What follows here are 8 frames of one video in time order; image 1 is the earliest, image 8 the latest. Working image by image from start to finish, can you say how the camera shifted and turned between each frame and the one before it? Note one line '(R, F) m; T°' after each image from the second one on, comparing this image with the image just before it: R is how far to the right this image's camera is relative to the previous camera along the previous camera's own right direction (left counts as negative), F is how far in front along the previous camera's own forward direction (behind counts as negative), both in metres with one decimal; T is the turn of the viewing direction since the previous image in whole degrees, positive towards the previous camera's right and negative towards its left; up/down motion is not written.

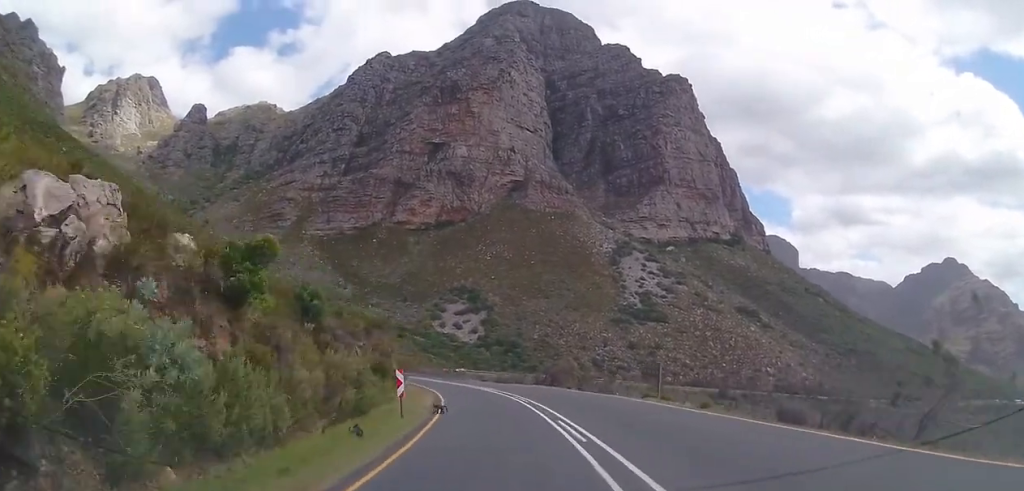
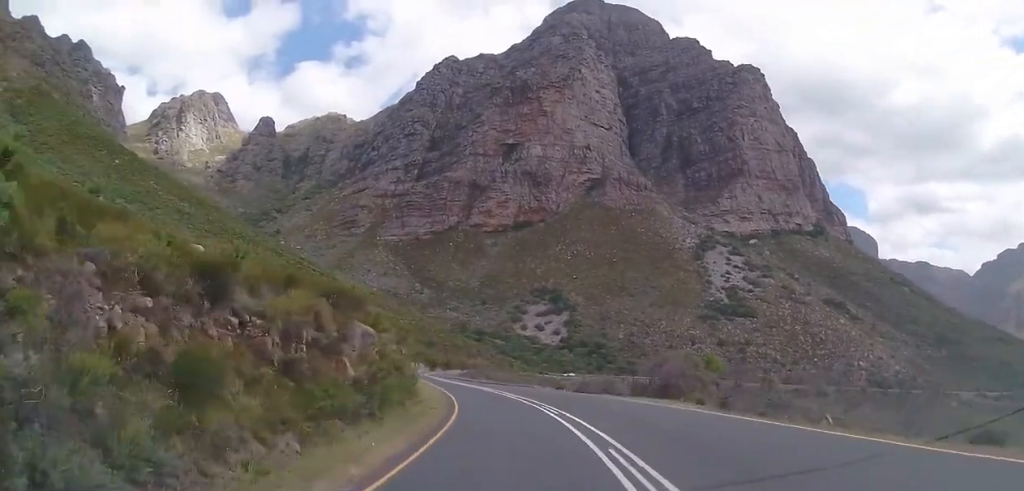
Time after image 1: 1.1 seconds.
(-1.2, +16.4) m; -8°
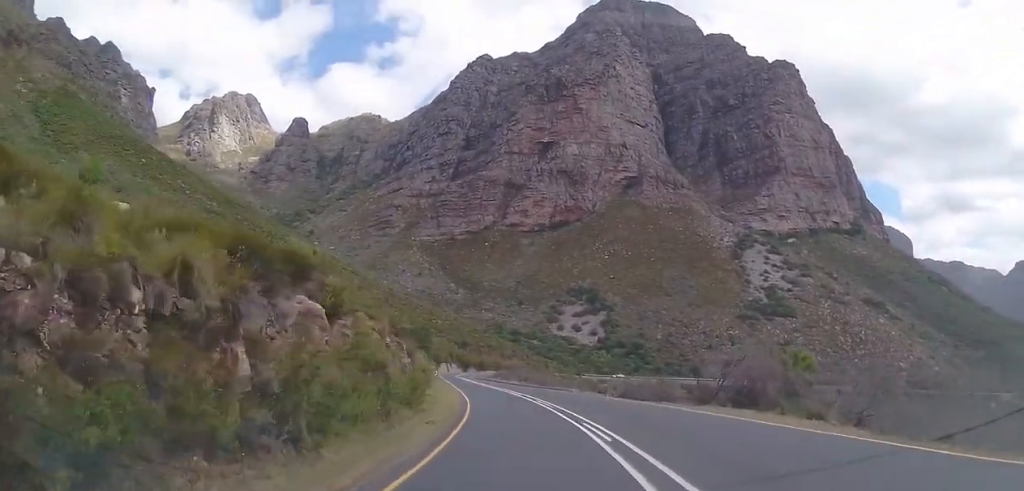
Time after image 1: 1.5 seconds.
(+0.1, +6.6) m; -3°
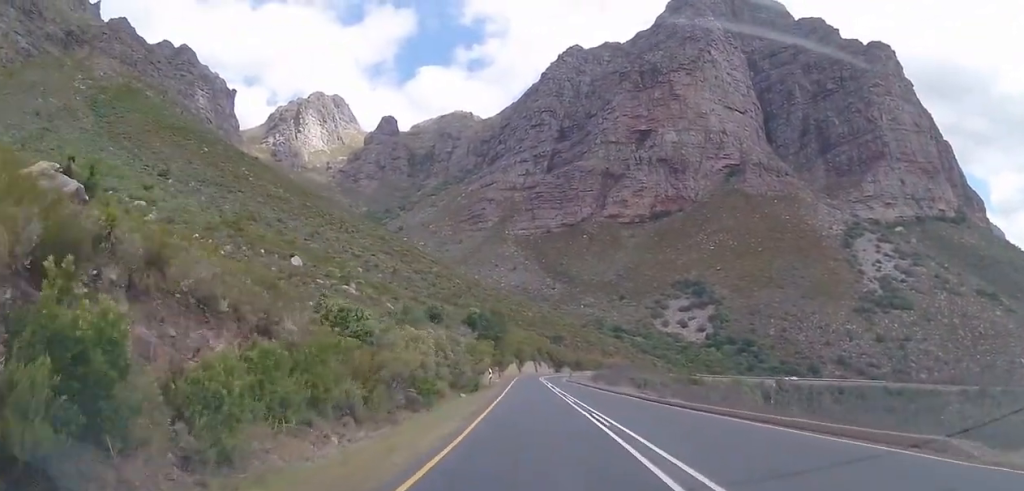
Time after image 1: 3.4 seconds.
(-3.6, +30.4) m; -11°
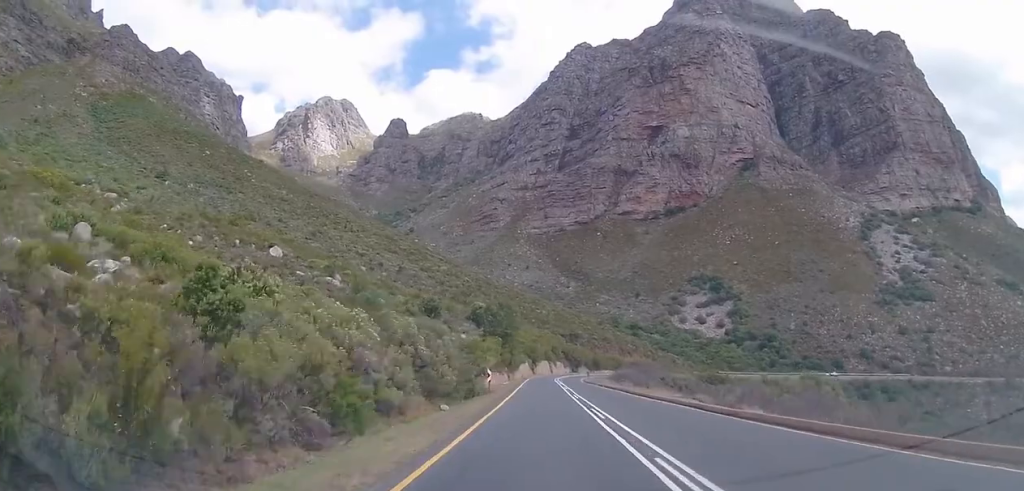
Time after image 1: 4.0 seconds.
(-0.2, +9.2) m; -2°
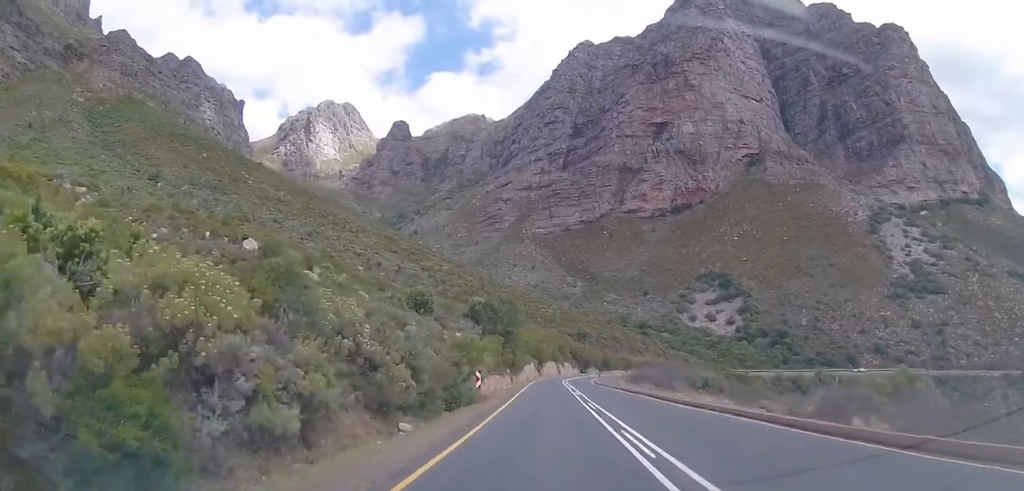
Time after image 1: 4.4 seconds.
(-0.2, +7.1) m; -1°
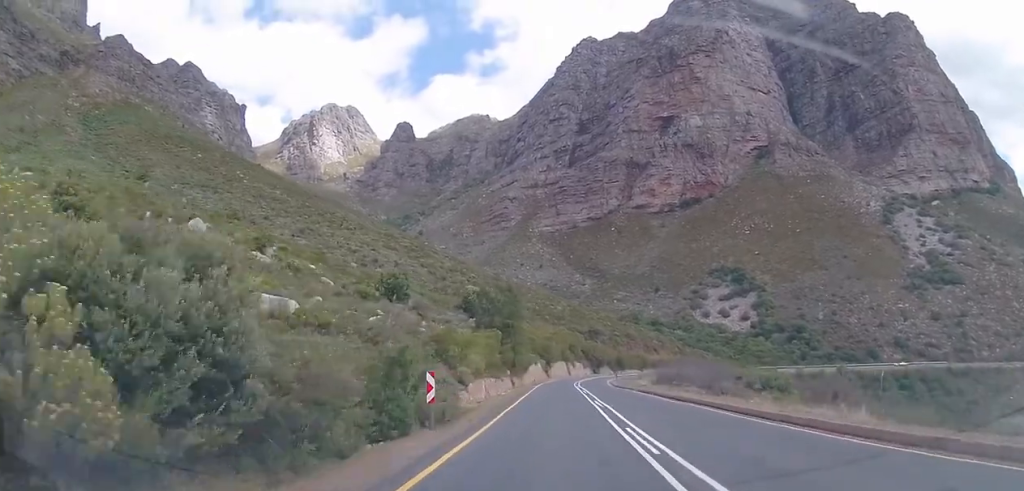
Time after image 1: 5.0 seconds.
(-0.1, +10.9) m; -1°
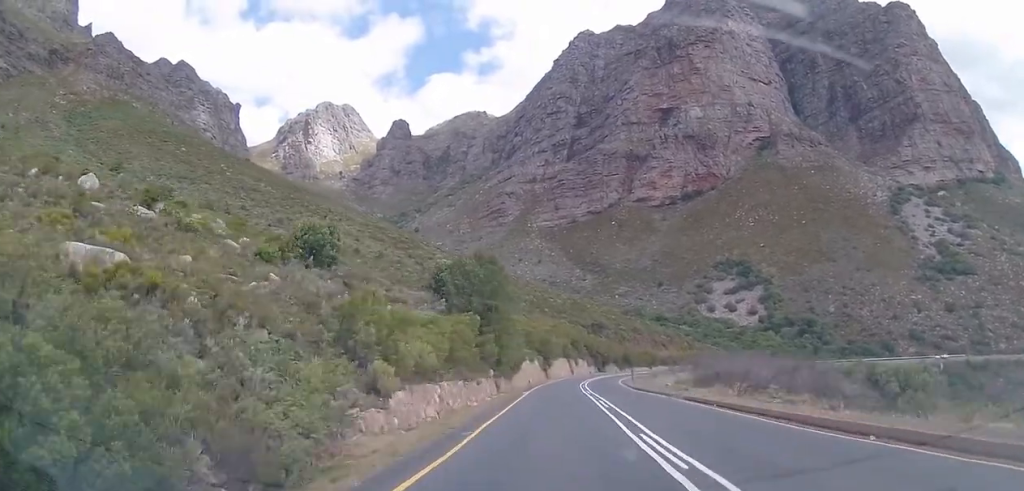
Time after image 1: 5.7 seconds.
(0.0, +13.6) m; 0°
